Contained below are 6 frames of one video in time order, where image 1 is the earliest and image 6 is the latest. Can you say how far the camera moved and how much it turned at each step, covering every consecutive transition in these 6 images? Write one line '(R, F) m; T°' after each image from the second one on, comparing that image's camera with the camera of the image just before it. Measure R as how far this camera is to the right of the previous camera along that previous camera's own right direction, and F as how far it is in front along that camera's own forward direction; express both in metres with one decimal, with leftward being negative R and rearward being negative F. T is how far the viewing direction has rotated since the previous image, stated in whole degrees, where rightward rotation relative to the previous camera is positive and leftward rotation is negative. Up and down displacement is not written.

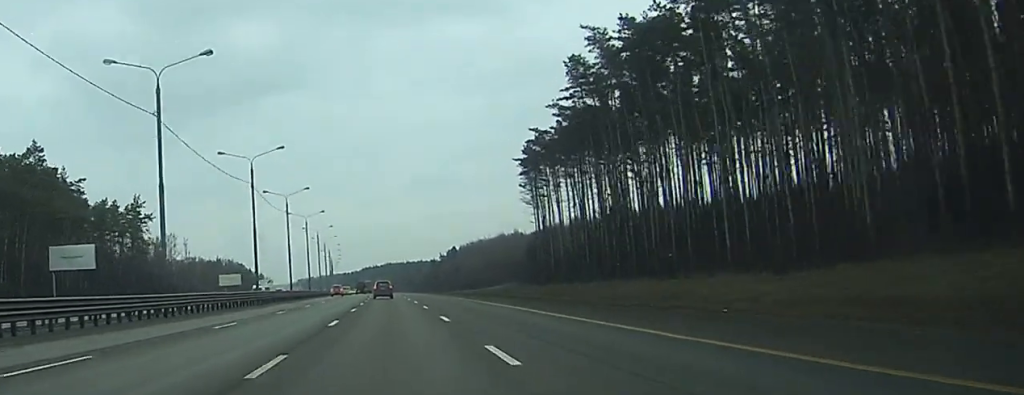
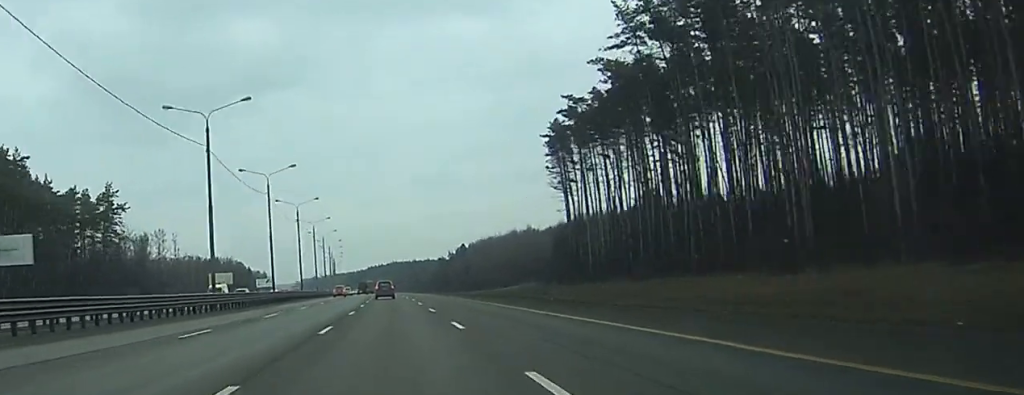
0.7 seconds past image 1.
(-0.1, +21.2) m; -1°
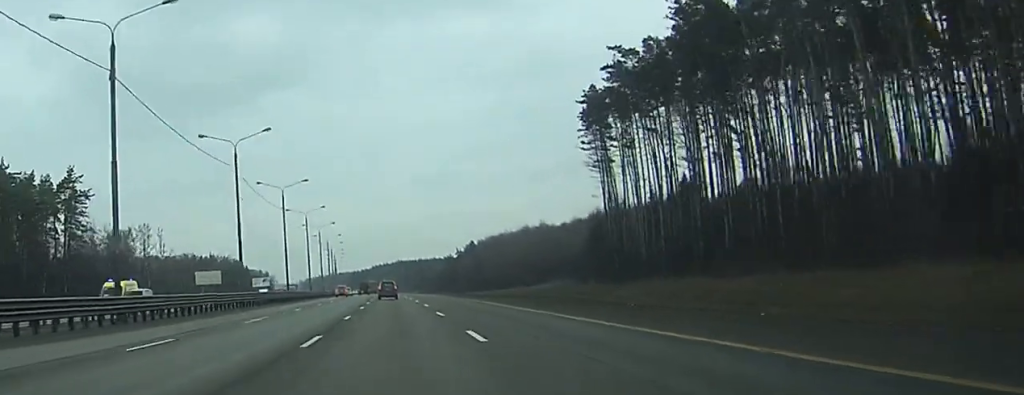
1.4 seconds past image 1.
(-0.1, +21.2) m; 0°
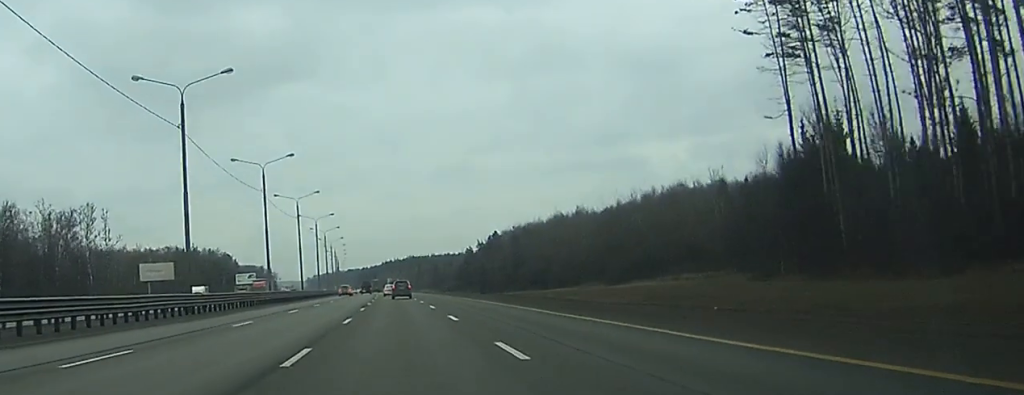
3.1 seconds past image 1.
(-0.3, +52.7) m; 0°
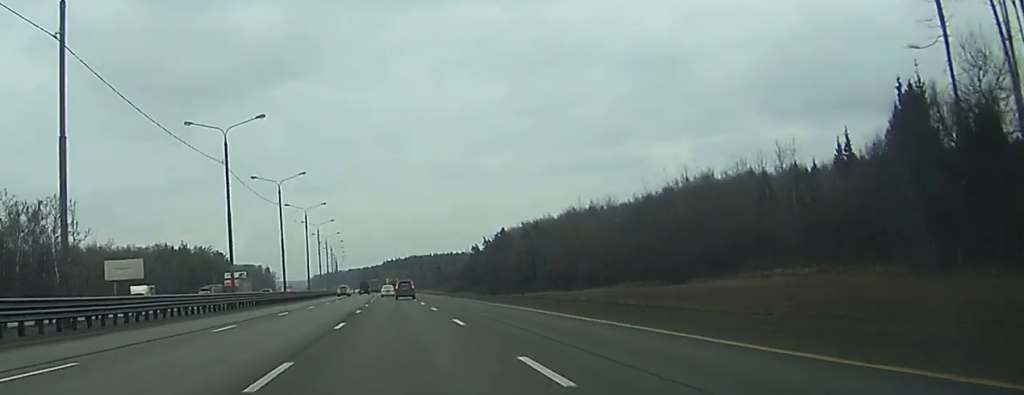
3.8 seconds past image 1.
(0.0, +19.3) m; 0°
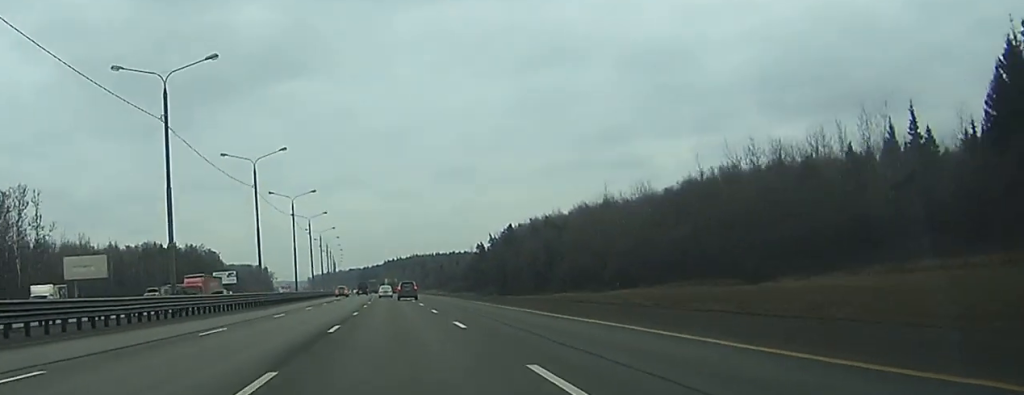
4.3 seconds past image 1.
(0.0, +17.3) m; 0°
